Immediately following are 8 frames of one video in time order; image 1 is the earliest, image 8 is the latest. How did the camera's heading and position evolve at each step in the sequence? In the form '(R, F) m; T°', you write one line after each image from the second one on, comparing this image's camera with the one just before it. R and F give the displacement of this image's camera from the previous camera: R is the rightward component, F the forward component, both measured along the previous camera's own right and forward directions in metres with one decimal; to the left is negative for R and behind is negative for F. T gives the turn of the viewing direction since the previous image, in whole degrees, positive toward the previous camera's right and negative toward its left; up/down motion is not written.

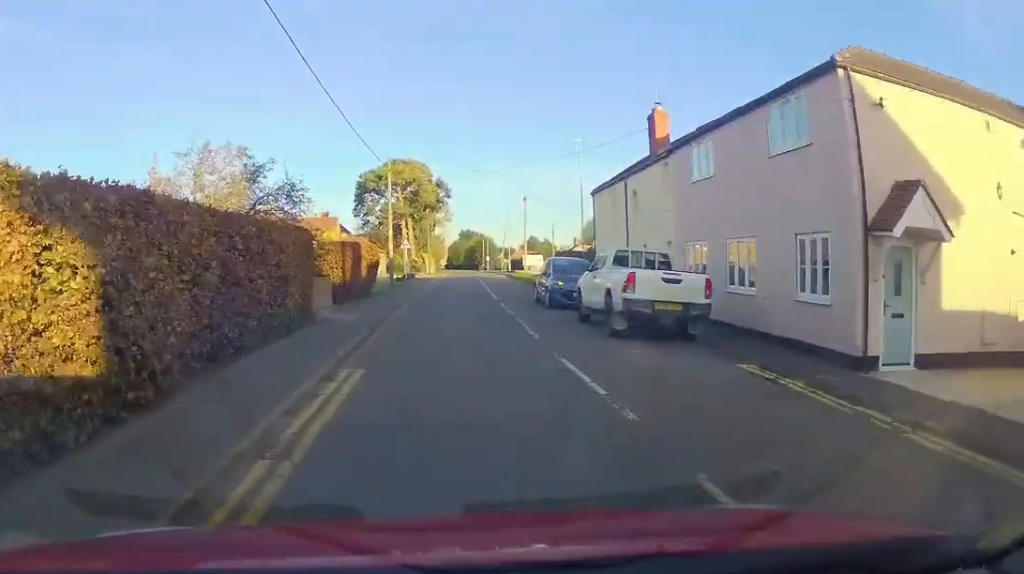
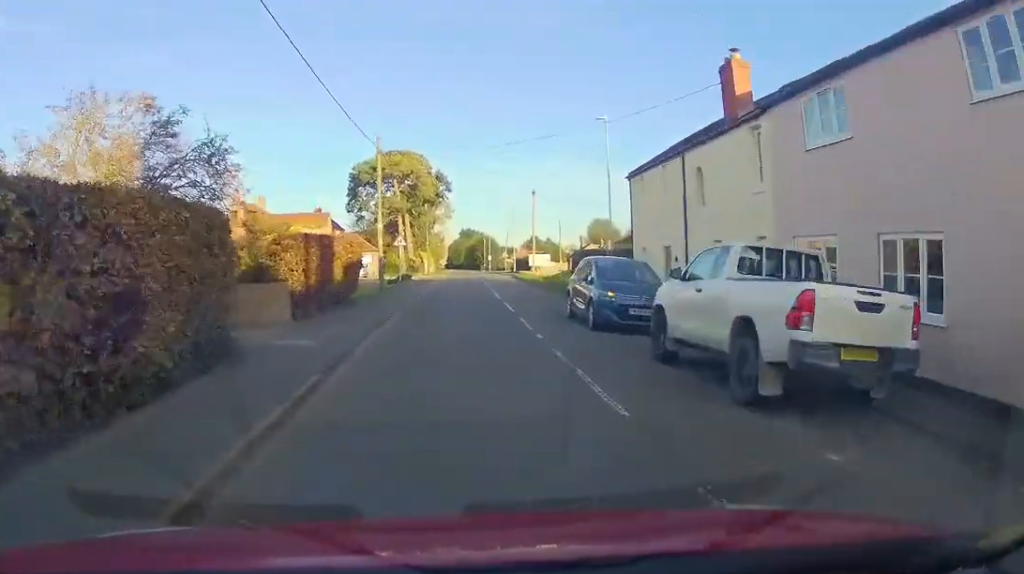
(-0.4, +6.1) m; 0°
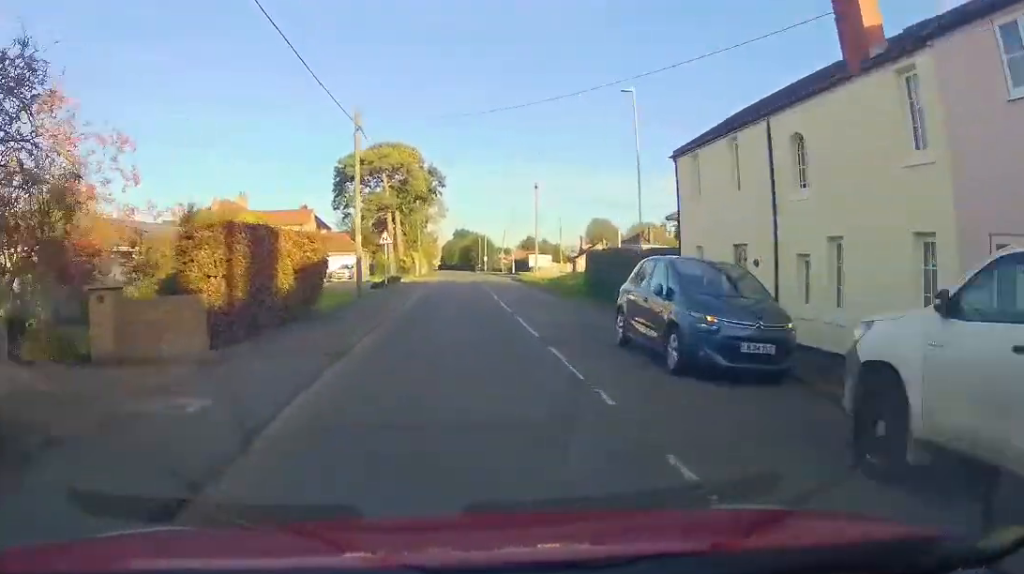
(+0.3, +5.6) m; 0°
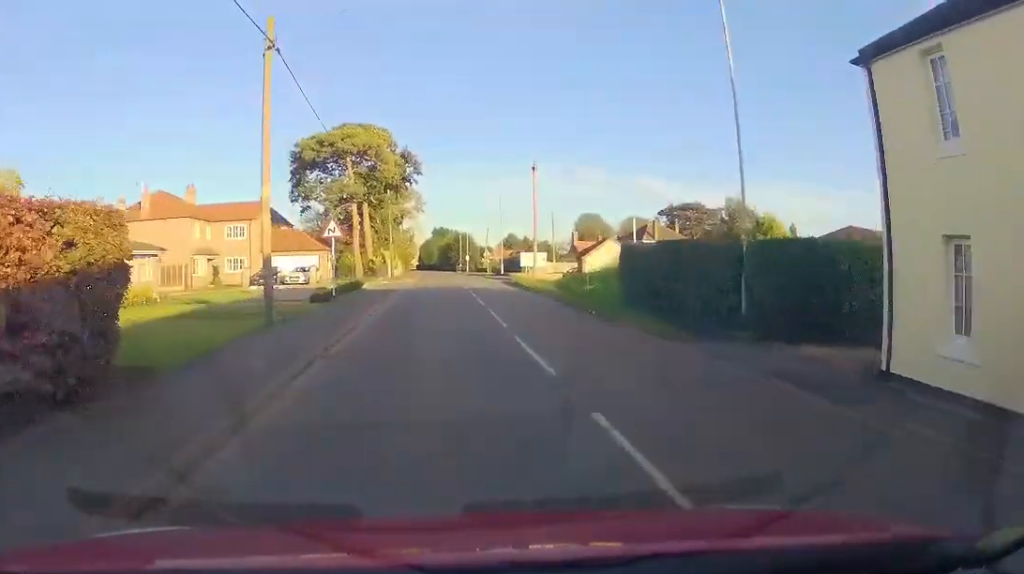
(-0.2, +10.3) m; 0°
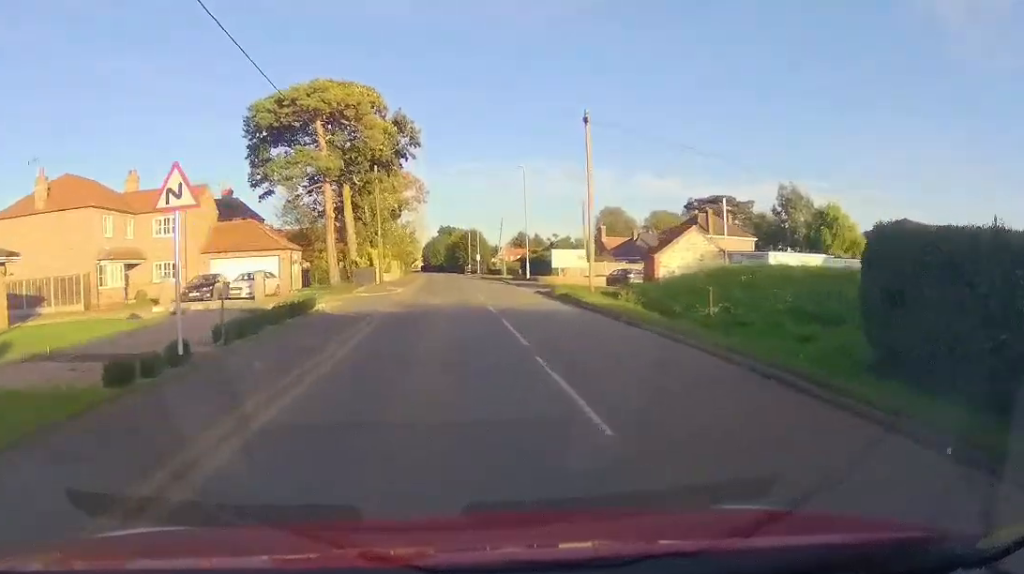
(+0.8, +15.2) m; +4°
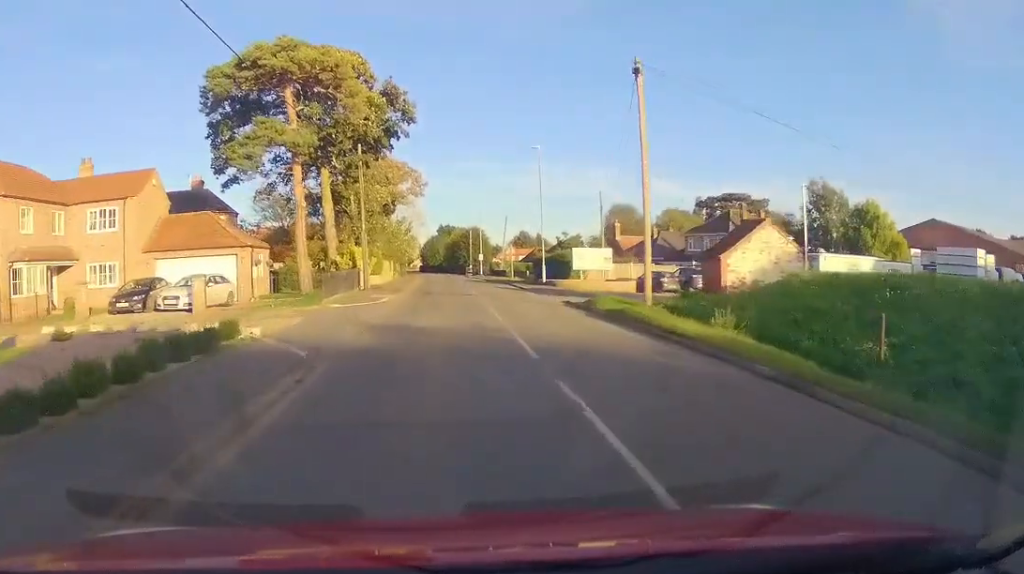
(0.0, +8.2) m; -1°
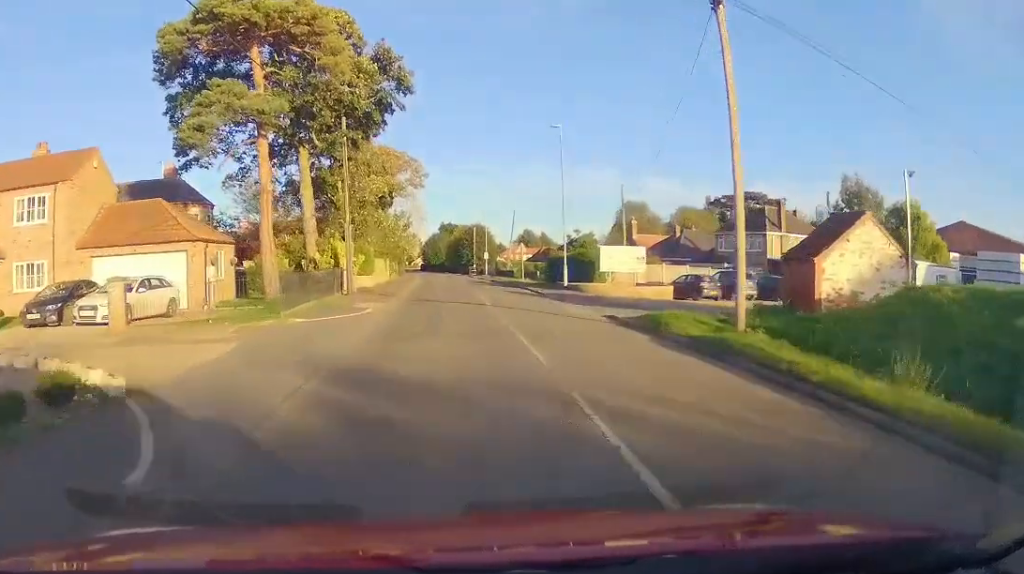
(-0.1, +6.4) m; -1°
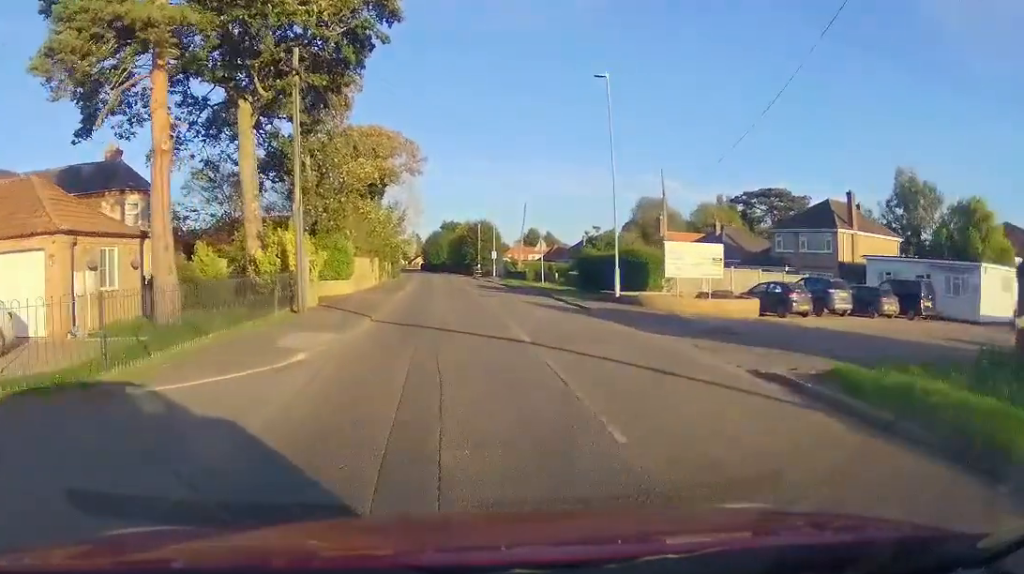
(-0.1, +9.4) m; -1°
